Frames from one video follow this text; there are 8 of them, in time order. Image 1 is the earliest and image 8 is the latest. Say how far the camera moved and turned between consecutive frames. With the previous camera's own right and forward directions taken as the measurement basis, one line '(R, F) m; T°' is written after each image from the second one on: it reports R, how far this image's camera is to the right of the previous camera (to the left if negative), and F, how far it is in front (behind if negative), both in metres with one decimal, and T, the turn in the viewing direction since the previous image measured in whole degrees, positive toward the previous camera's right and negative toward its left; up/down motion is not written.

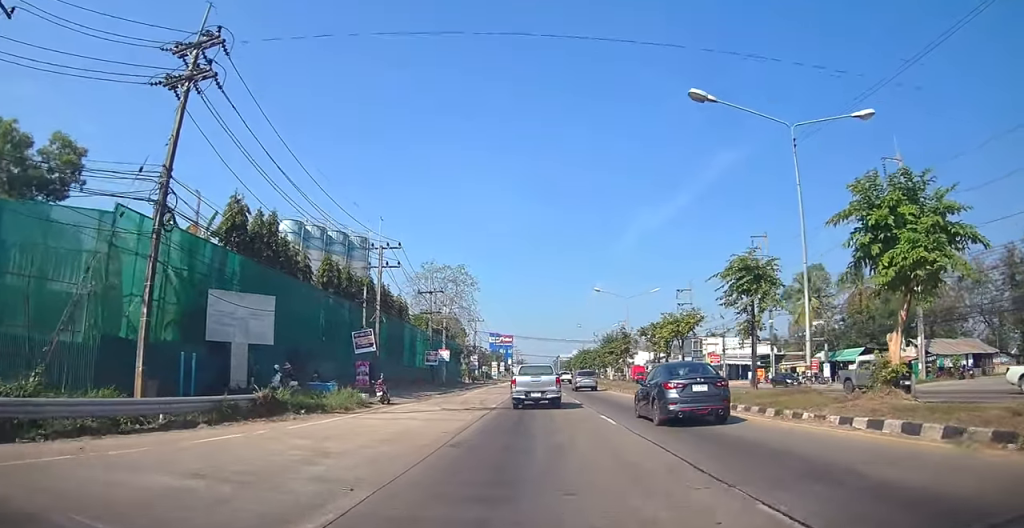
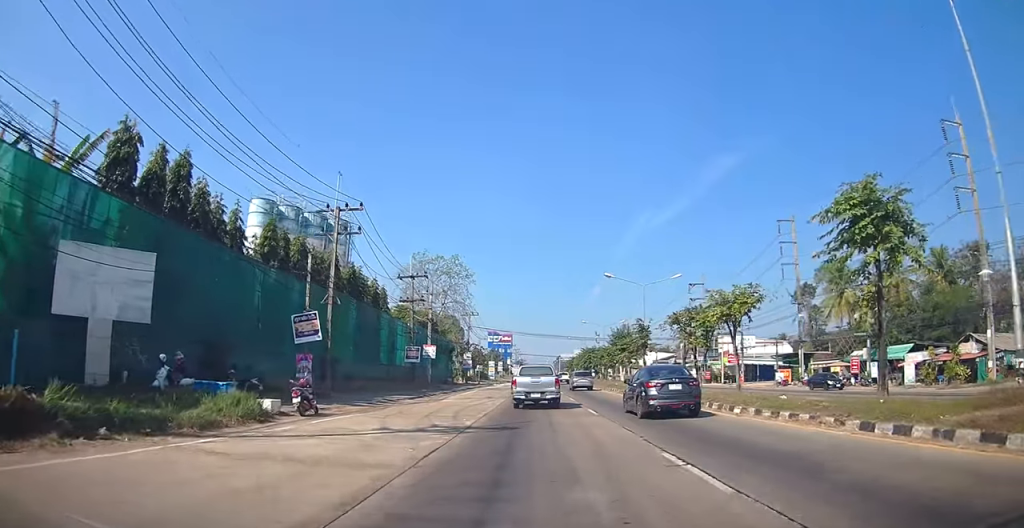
(0.0, +7.9) m; -1°
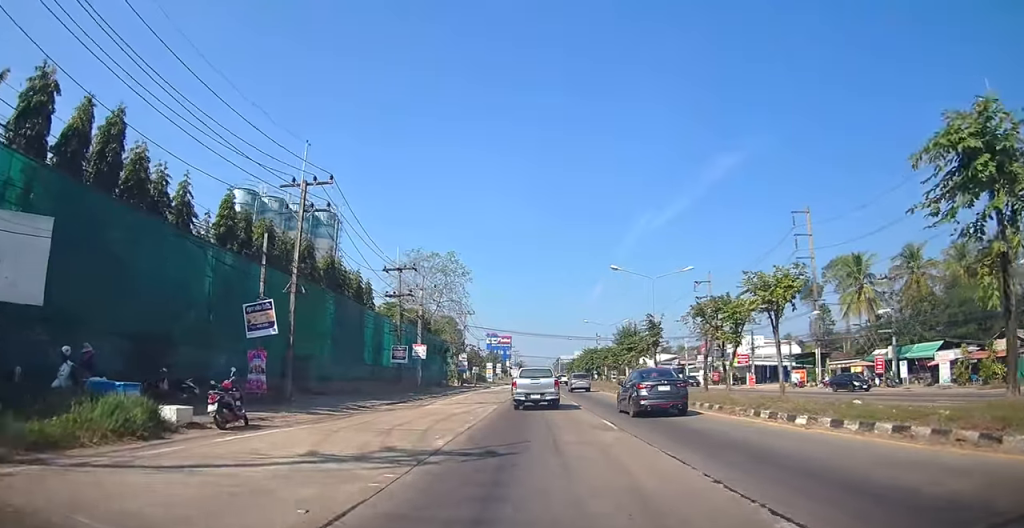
(0.0, +4.0) m; -1°
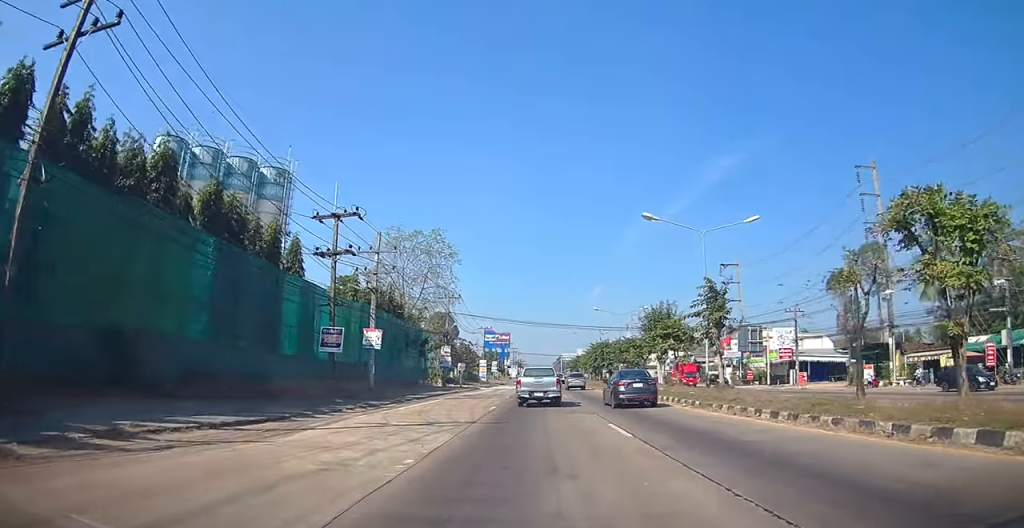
(-0.4, +13.7) m; -3°
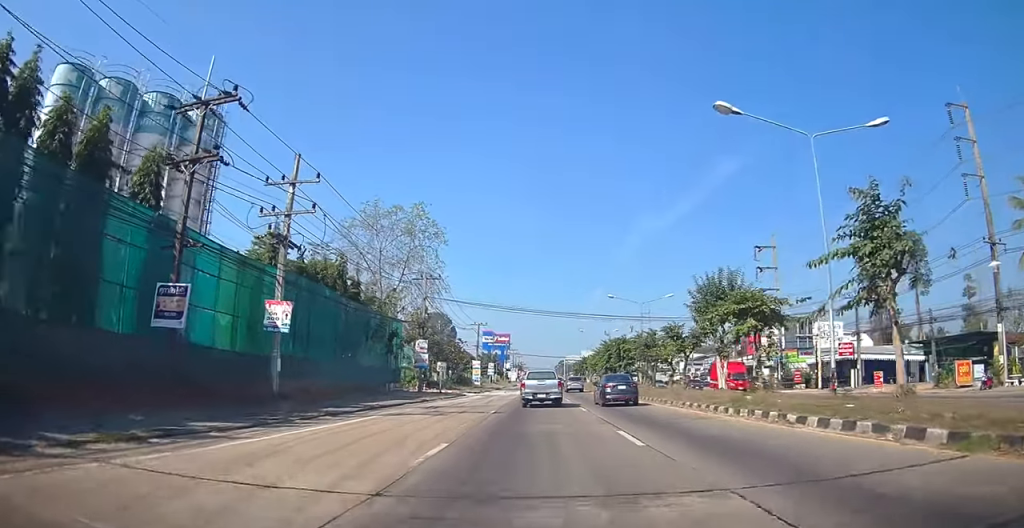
(-0.1, +13.0) m; -1°
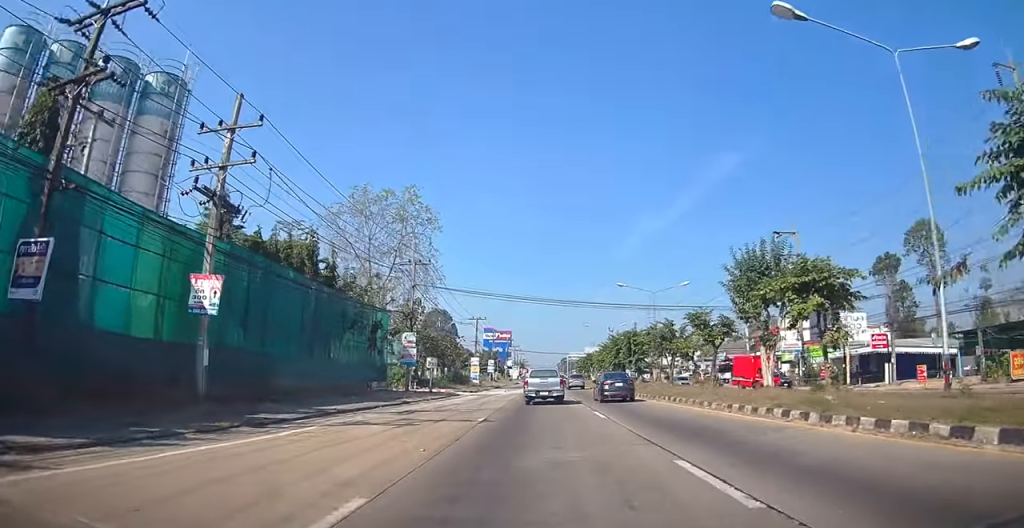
(+0.1, +5.2) m; 0°
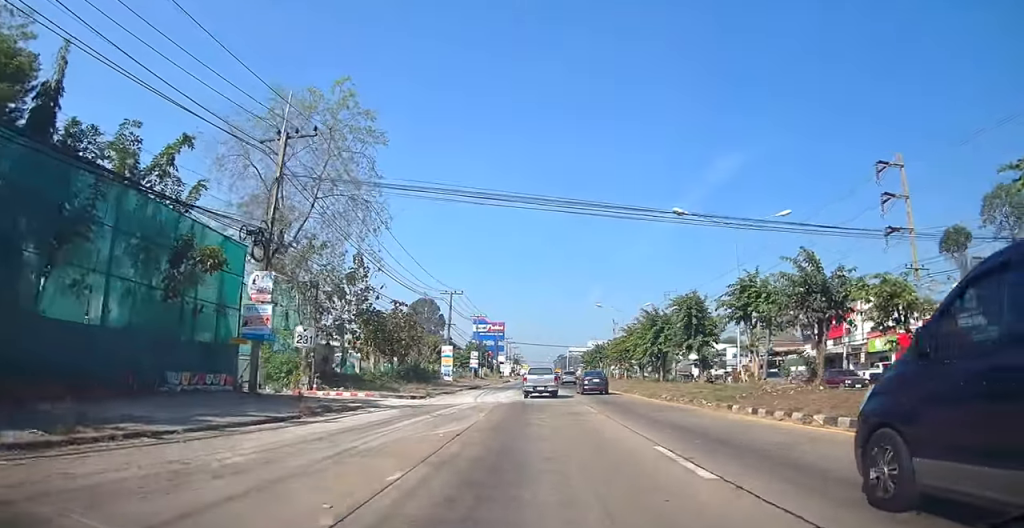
(+0.2, +22.7) m; +2°
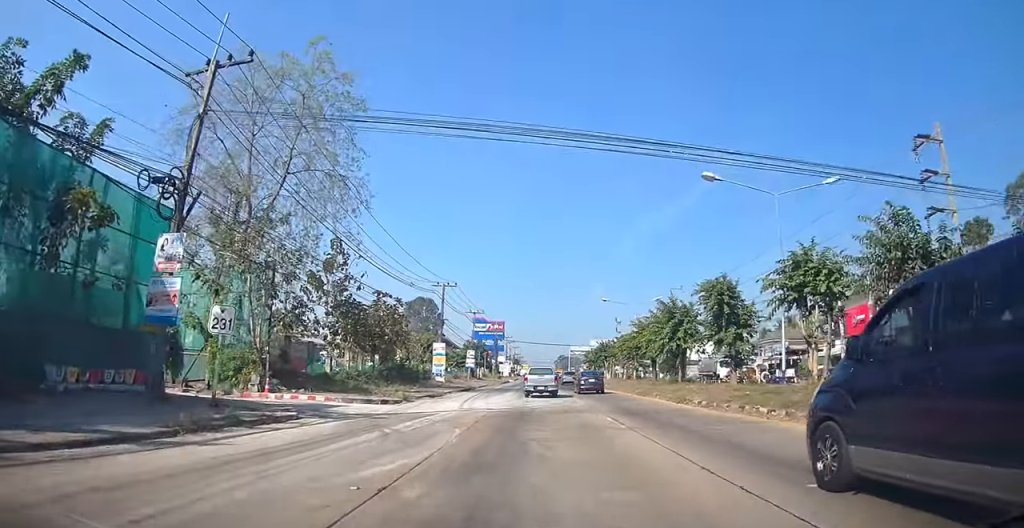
(0.0, +5.5) m; 0°
